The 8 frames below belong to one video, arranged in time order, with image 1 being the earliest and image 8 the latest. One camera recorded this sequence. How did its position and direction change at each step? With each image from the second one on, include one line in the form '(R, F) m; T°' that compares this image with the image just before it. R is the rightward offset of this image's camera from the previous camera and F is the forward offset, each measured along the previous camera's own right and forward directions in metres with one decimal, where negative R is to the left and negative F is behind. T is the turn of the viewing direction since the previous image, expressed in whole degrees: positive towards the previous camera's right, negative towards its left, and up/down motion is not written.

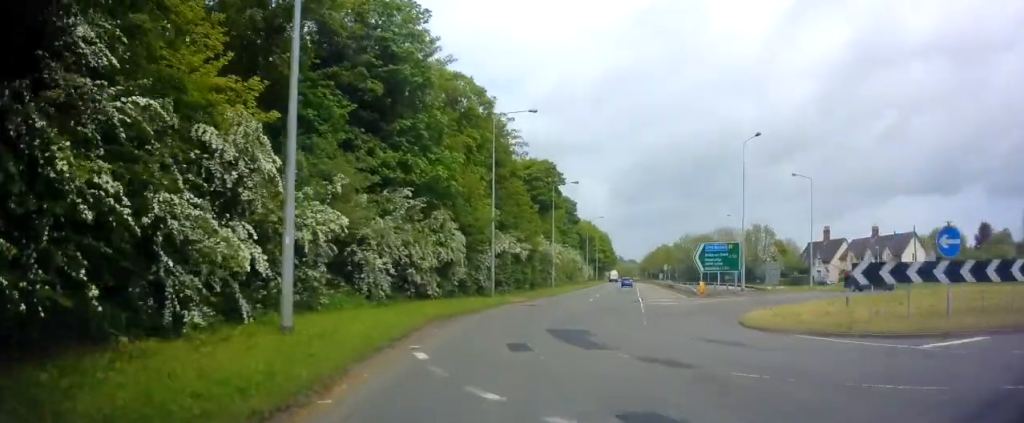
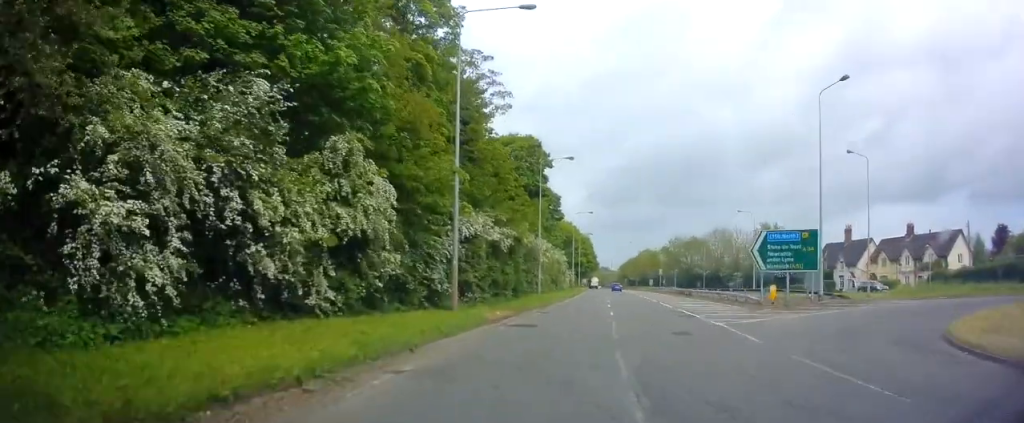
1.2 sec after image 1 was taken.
(+0.4, +15.3) m; +5°
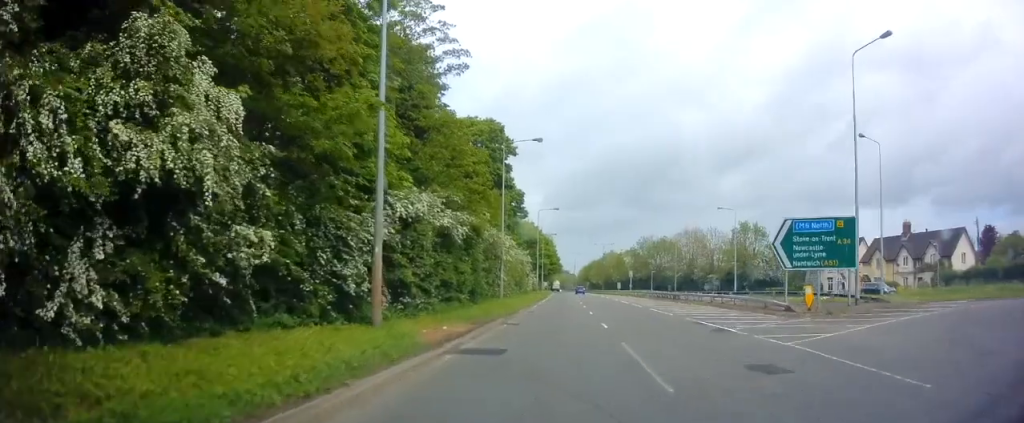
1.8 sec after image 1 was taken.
(+0.2, +7.2) m; +3°
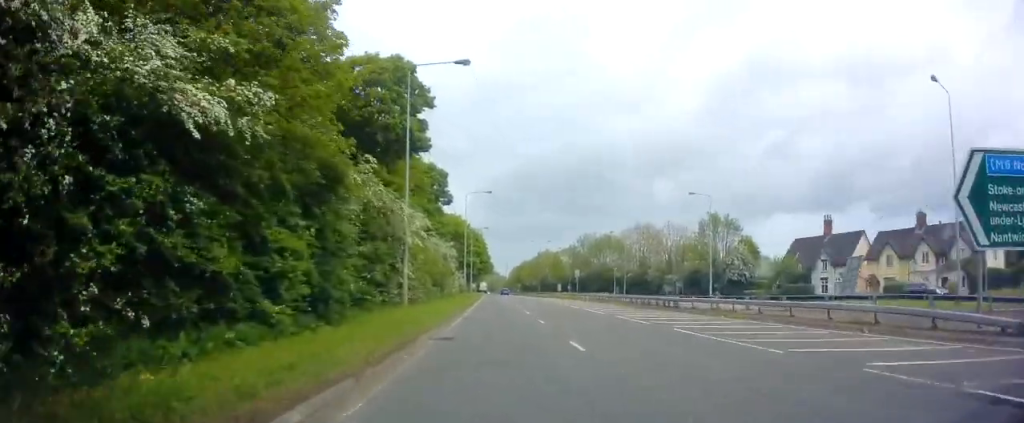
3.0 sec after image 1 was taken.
(+0.9, +15.5) m; +4°
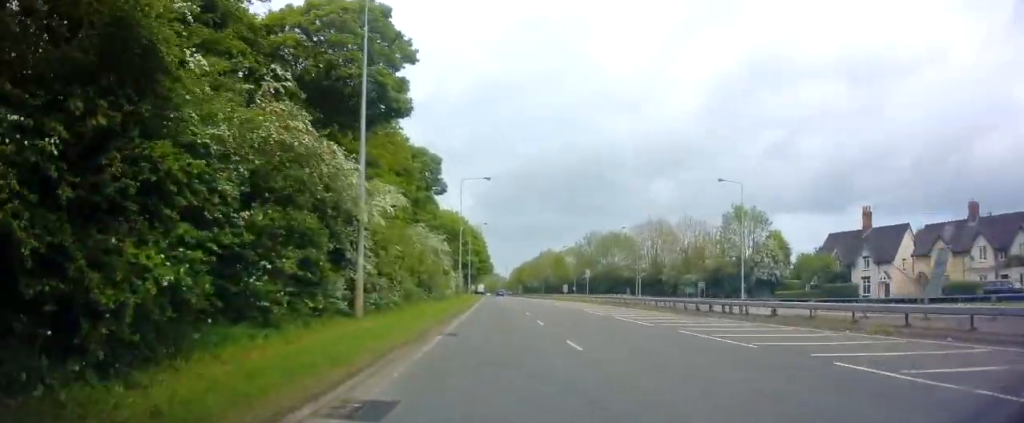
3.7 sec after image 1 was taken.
(+0.1, +8.8) m; +1°
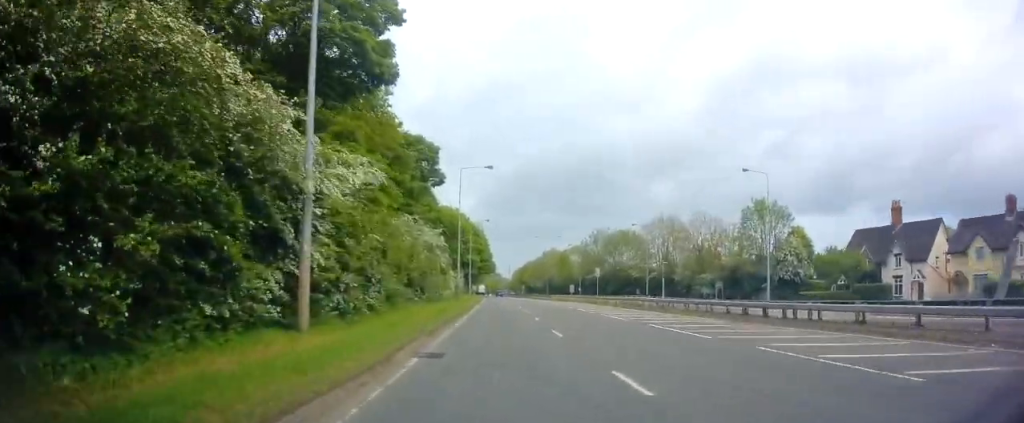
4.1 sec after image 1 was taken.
(0.0, +5.4) m; 0°
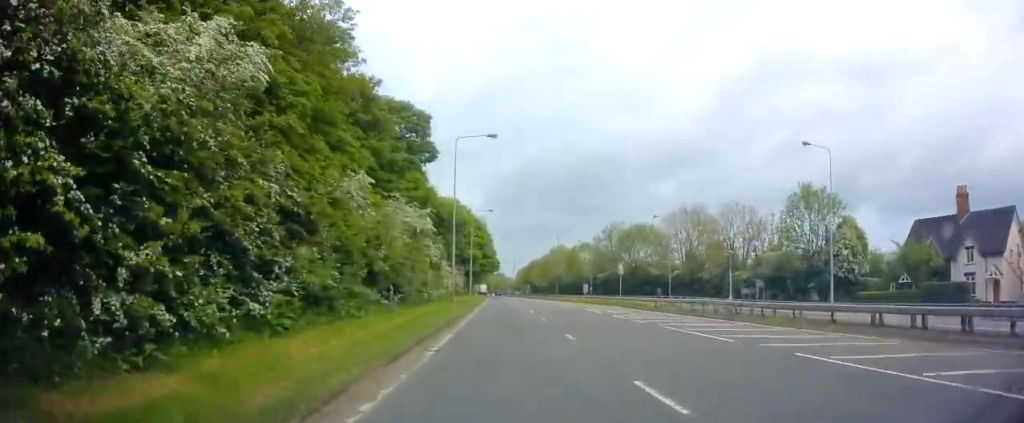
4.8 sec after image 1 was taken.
(+0.1, +10.3) m; +1°
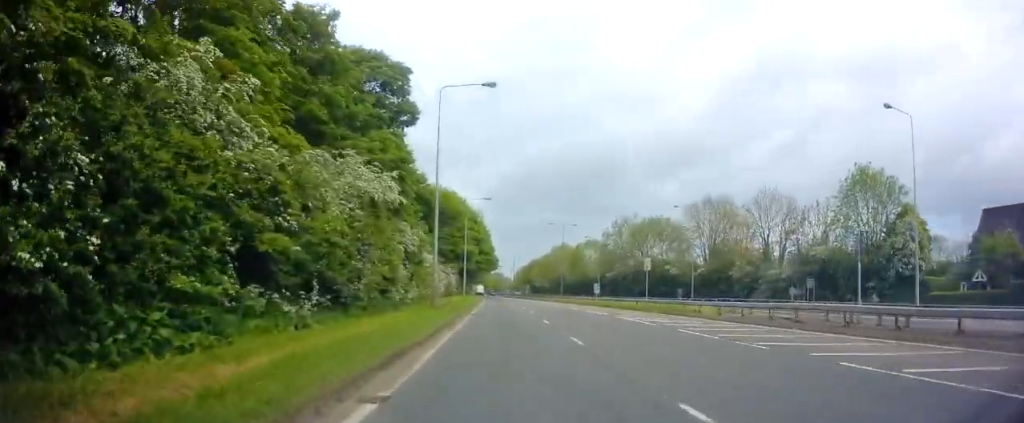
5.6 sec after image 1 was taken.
(+0.2, +10.5) m; 0°
